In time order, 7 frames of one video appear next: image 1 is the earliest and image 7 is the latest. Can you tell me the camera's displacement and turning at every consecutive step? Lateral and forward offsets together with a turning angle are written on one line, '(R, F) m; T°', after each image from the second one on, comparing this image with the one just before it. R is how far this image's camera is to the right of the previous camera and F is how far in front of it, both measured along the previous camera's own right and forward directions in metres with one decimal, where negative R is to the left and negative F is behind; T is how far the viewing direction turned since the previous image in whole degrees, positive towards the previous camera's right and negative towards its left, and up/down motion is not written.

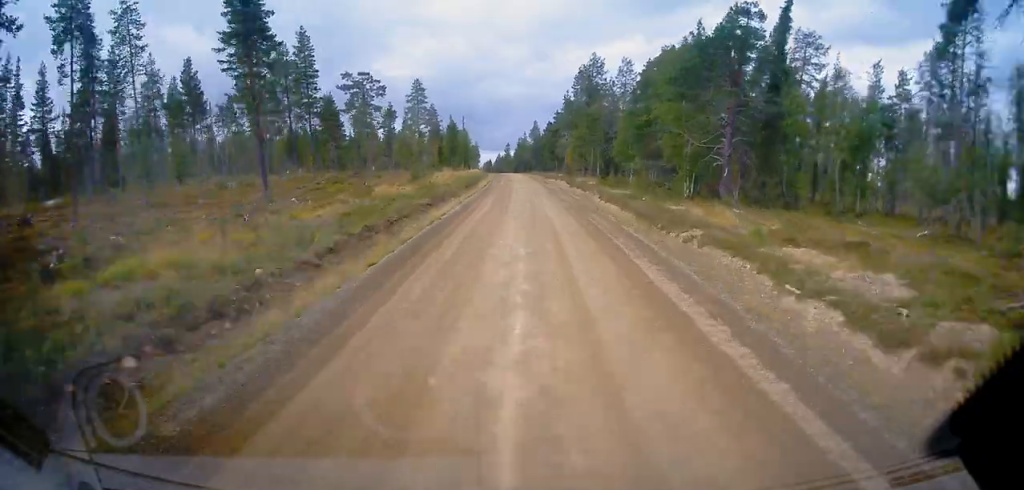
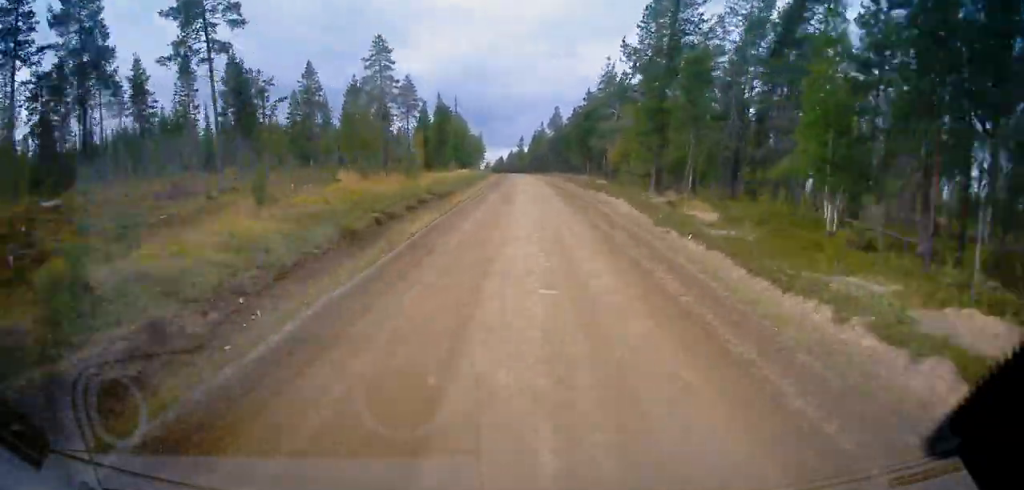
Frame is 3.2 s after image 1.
(0.0, +37.6) m; -1°
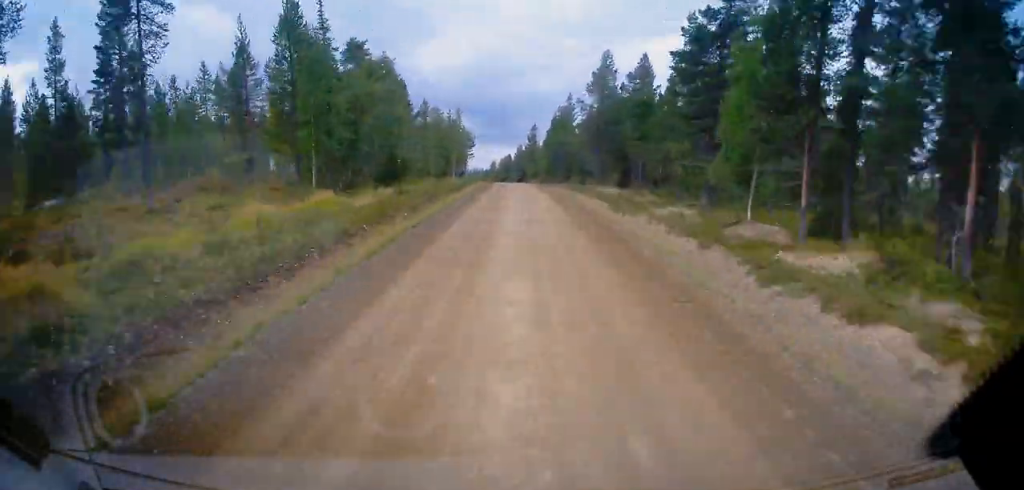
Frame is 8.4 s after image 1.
(-1.5, +62.8) m; -2°
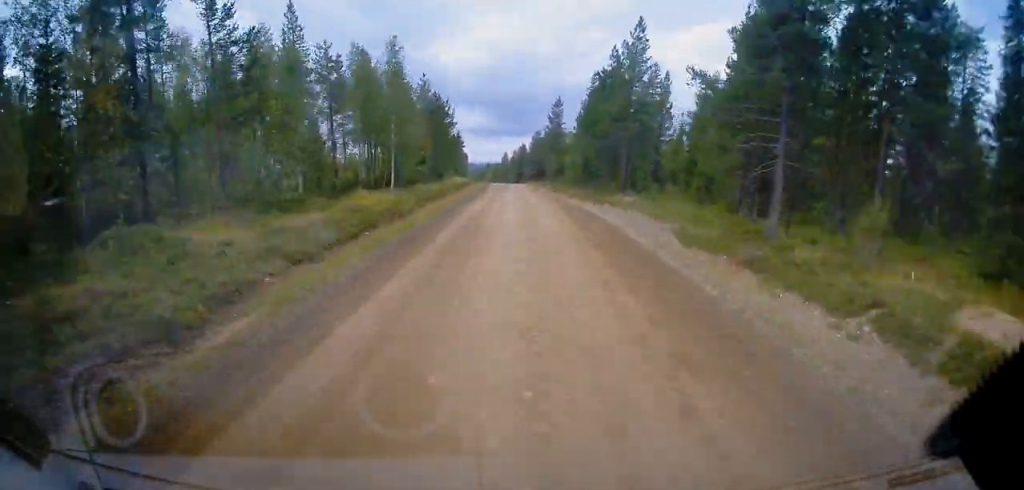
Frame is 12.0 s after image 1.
(-0.2, +42.9) m; -1°
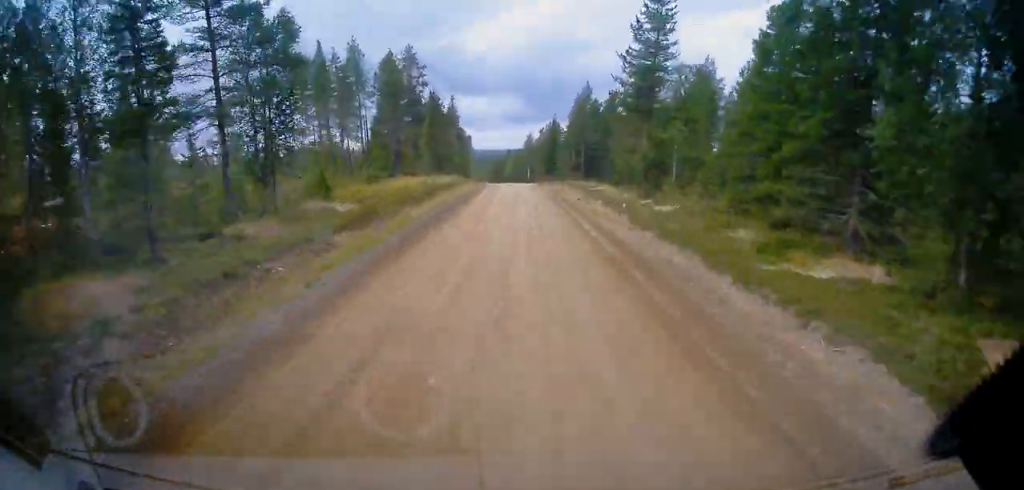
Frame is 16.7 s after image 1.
(-1.2, +56.4) m; -2°
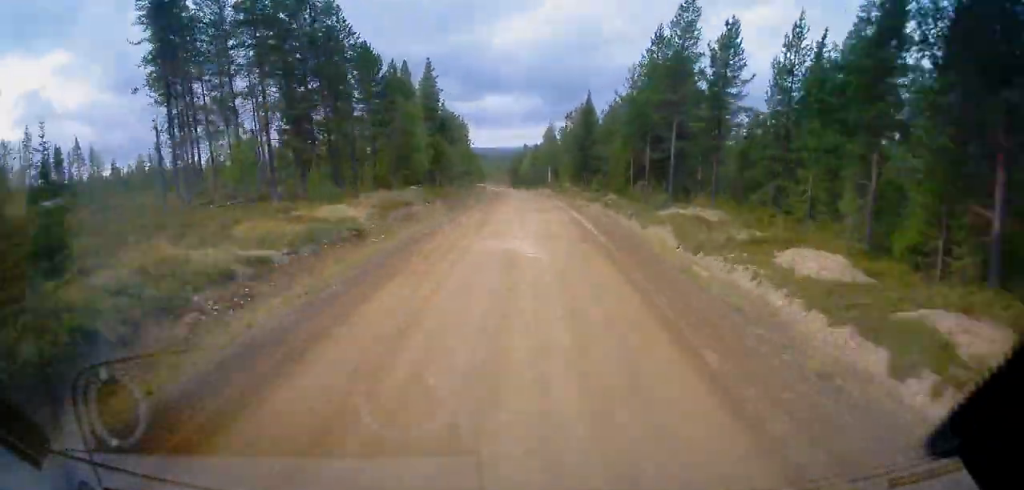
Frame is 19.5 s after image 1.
(-0.4, +34.9) m; -1°
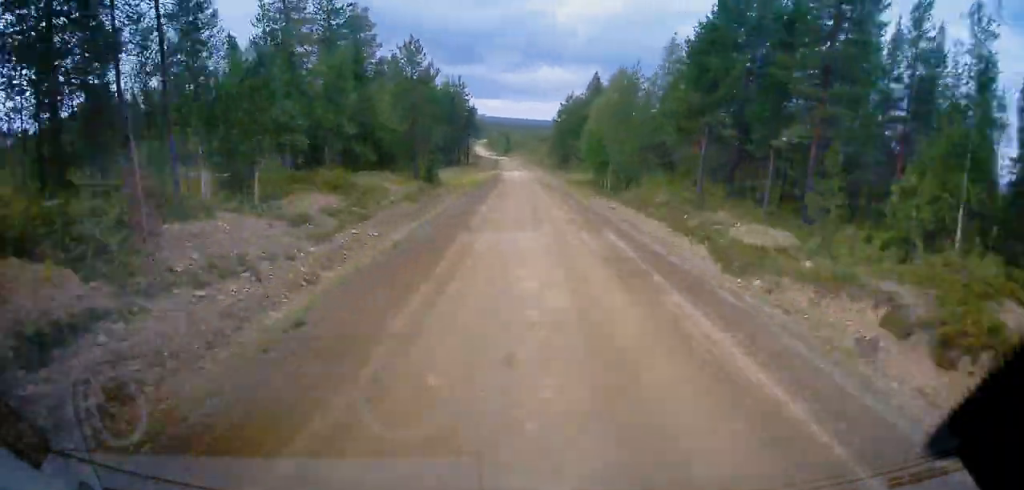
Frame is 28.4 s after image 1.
(-3.6, +109.5) m; -4°
